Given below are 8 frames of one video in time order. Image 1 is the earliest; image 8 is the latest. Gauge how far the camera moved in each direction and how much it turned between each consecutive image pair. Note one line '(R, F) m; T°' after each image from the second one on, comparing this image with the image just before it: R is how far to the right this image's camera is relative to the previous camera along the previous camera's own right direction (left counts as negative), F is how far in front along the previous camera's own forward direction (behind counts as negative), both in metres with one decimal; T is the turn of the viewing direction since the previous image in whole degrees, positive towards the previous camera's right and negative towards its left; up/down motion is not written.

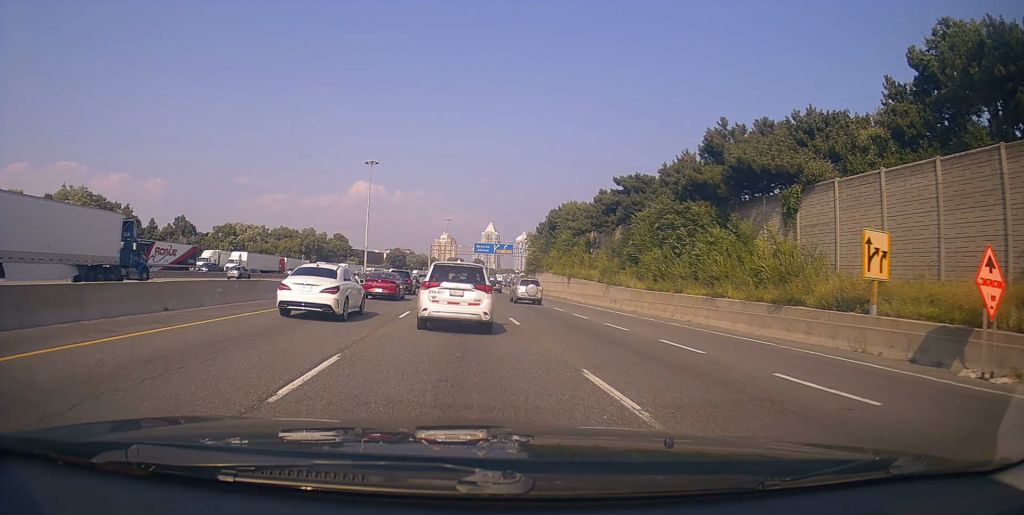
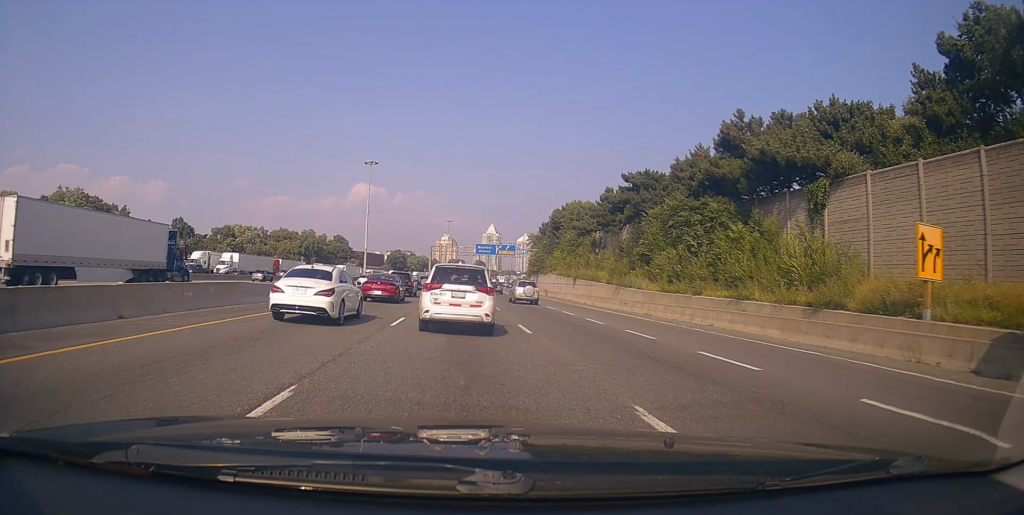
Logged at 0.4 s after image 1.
(+0.2, +2.5) m; +2°
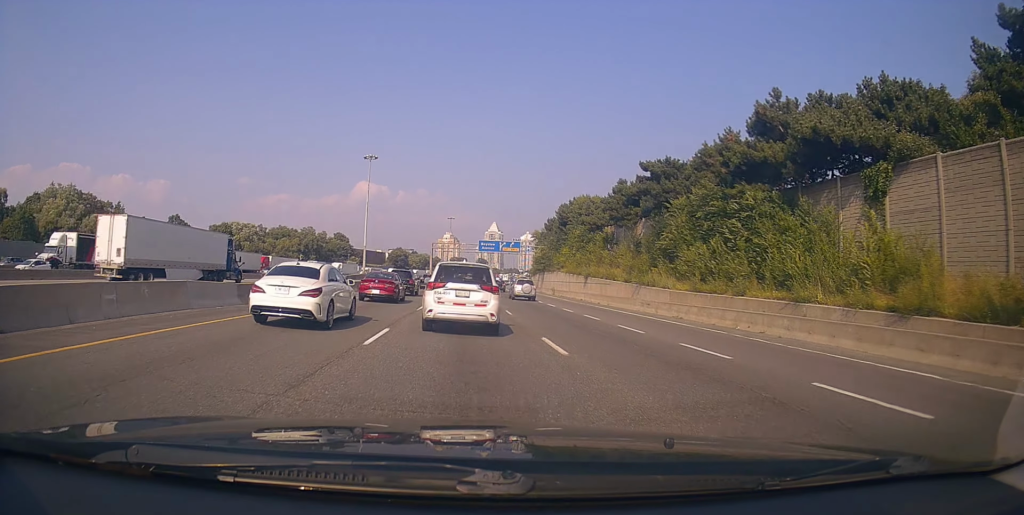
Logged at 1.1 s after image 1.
(+0.2, +4.4) m; +2°
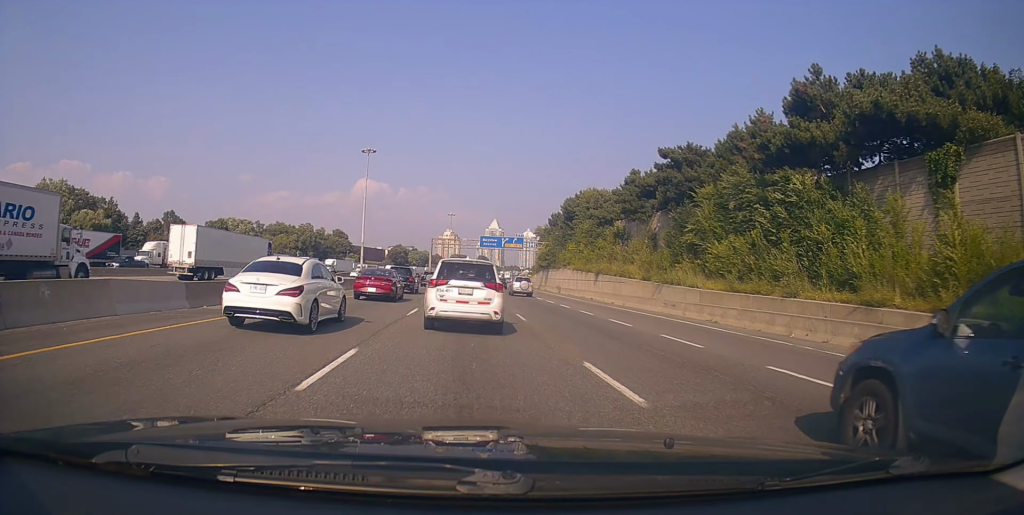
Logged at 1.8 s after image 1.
(0.0, +4.3) m; 0°
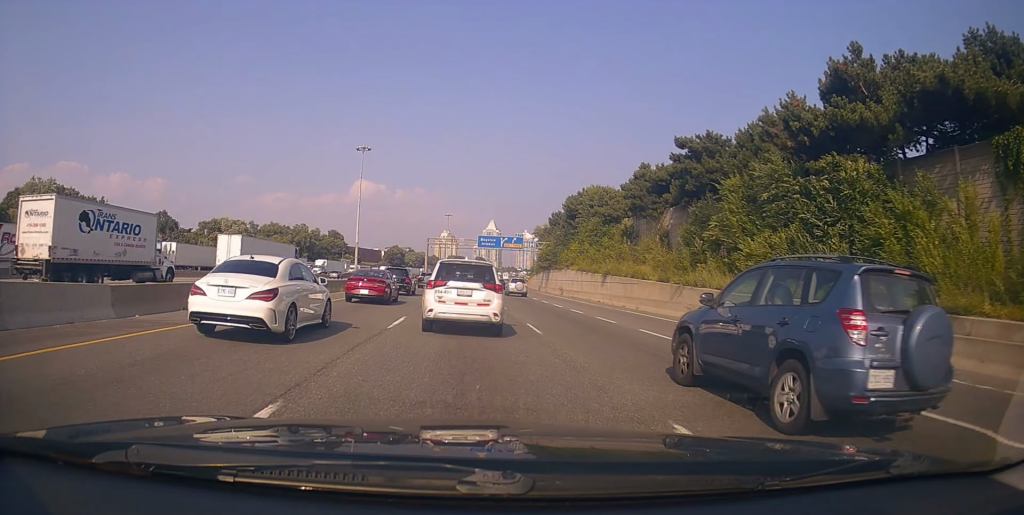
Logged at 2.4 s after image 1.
(0.0, +4.1) m; -1°
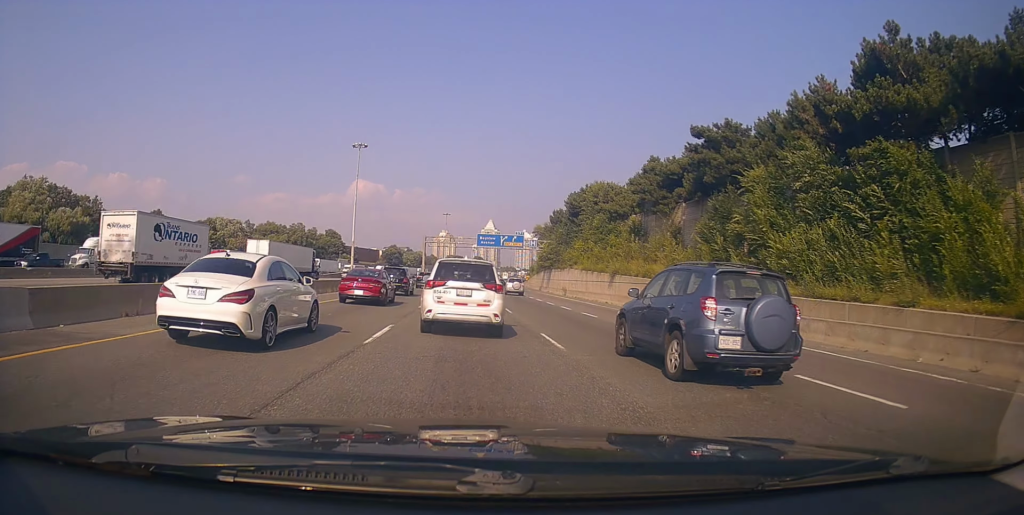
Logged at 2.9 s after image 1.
(+0.1, +3.2) m; -1°
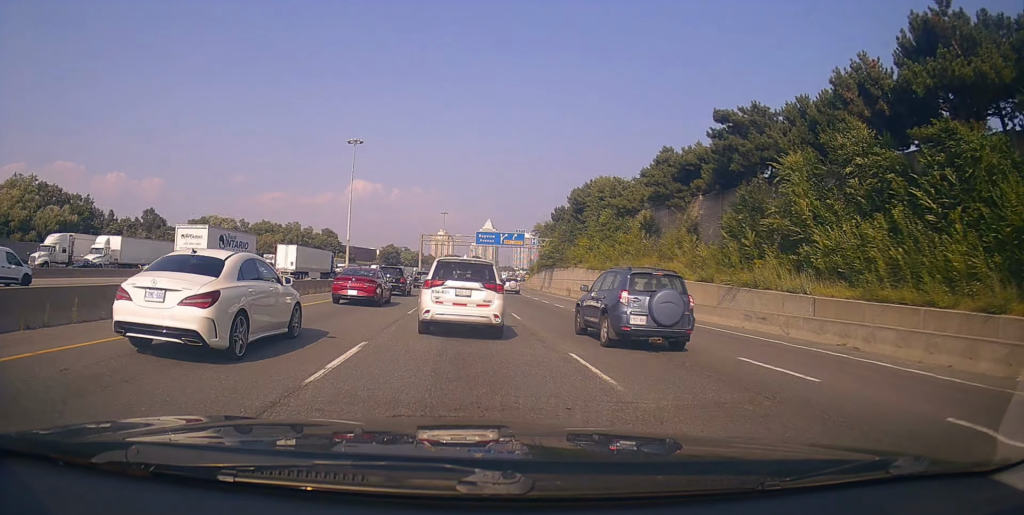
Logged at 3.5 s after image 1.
(-0.1, +4.0) m; -4°
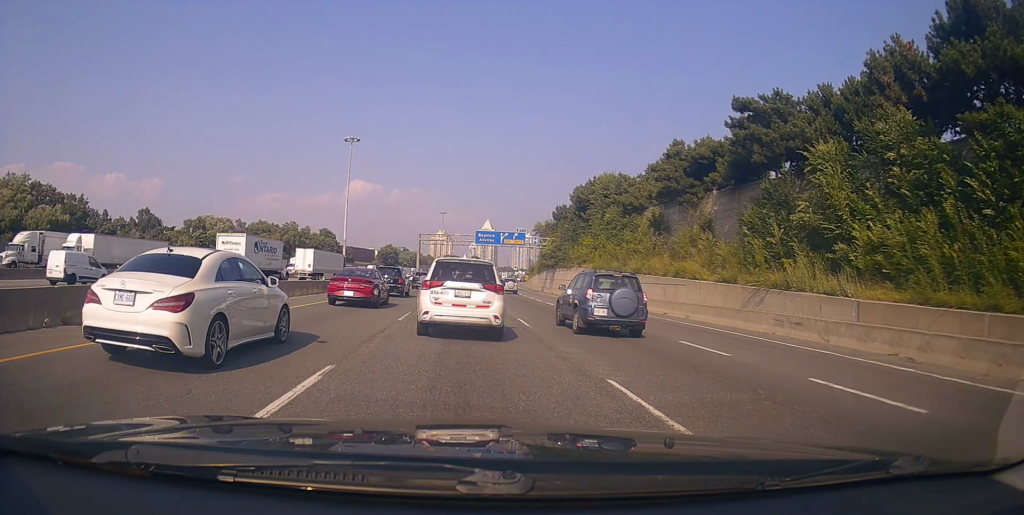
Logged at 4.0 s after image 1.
(0.0, +2.9) m; -2°
